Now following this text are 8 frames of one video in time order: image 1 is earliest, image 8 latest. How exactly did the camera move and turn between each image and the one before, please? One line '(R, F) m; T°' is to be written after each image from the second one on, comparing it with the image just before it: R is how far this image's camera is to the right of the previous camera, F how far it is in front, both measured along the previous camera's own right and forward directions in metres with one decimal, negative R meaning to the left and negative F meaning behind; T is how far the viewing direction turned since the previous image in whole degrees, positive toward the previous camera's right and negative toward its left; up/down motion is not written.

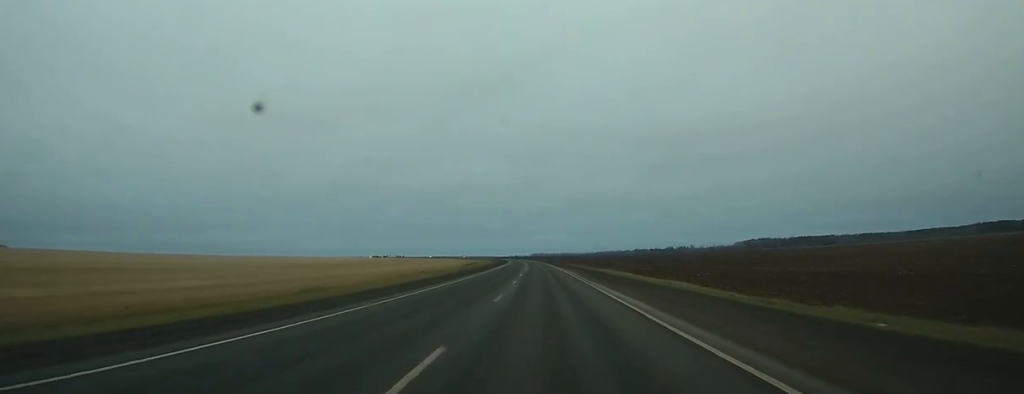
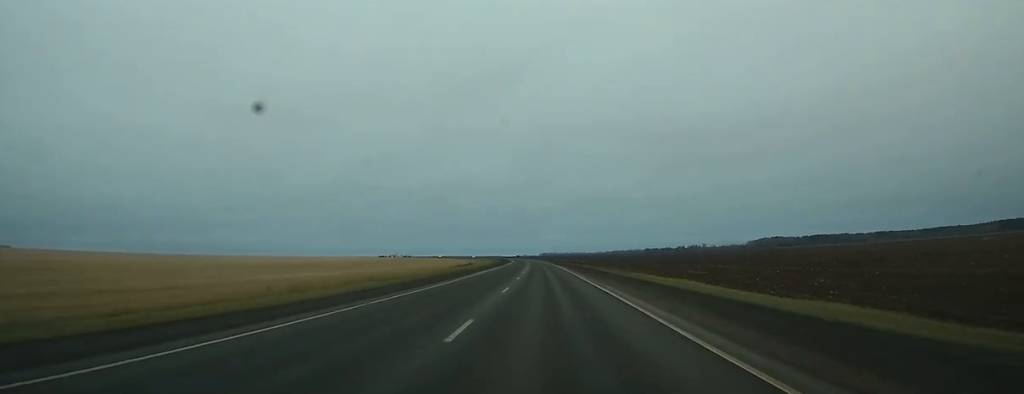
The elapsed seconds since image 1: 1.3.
(-0.1, +32.7) m; -1°
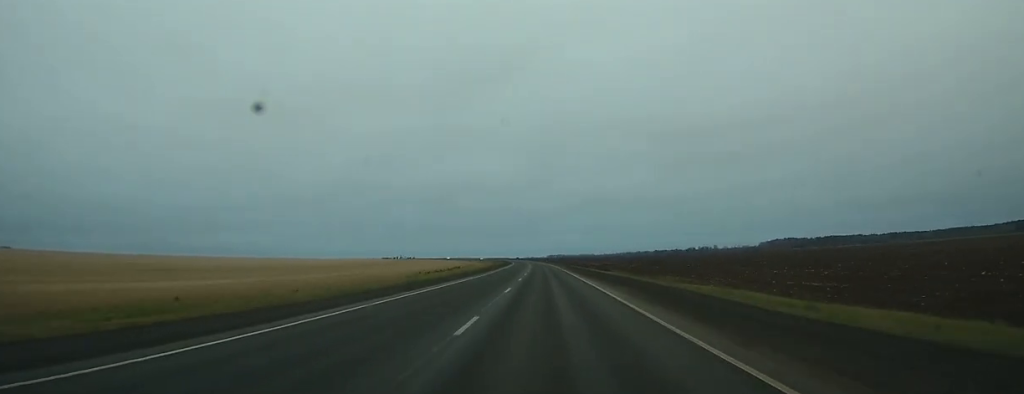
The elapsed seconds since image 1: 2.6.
(-0.3, +35.1) m; -1°
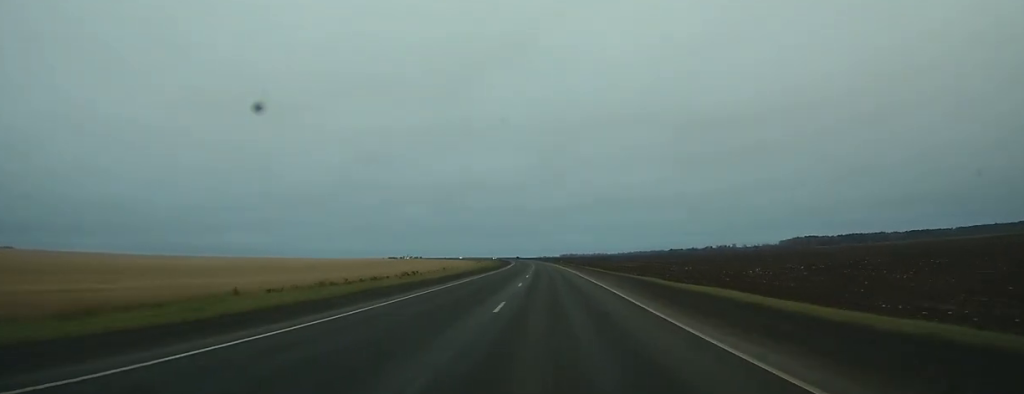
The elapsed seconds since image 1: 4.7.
(-0.6, +55.9) m; -1°
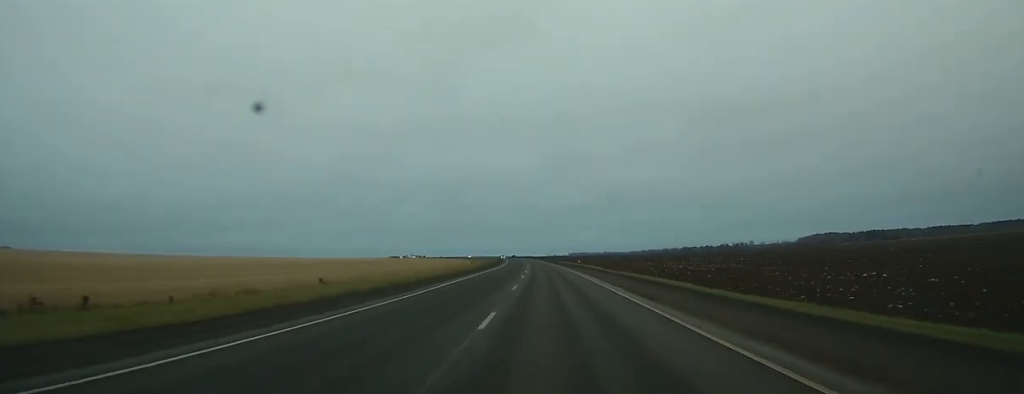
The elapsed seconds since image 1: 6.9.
(-0.5, +63.2) m; -1°
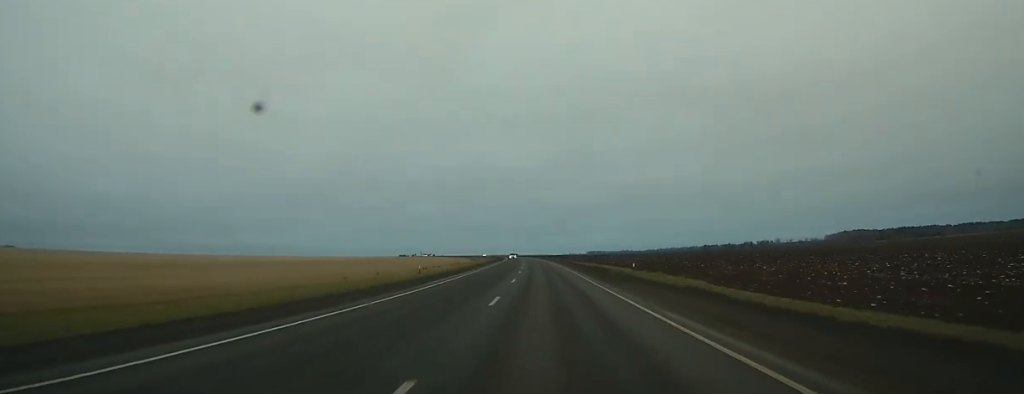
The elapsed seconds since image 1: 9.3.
(-0.7, +66.9) m; -1°
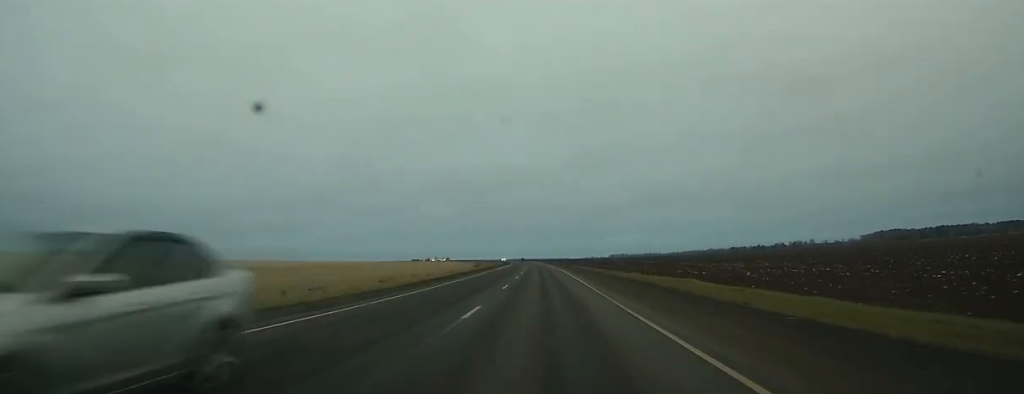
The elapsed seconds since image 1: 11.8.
(-1.0, +74.2) m; -2°
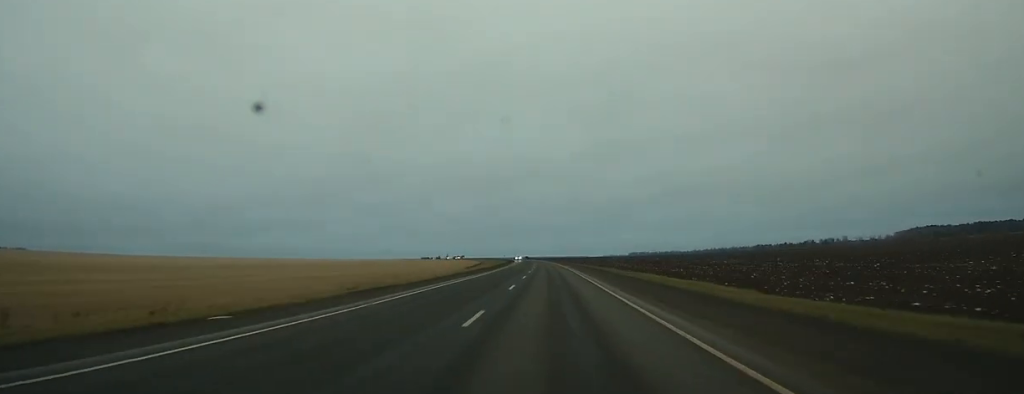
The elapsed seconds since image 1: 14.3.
(-1.6, +73.6) m; -2°
